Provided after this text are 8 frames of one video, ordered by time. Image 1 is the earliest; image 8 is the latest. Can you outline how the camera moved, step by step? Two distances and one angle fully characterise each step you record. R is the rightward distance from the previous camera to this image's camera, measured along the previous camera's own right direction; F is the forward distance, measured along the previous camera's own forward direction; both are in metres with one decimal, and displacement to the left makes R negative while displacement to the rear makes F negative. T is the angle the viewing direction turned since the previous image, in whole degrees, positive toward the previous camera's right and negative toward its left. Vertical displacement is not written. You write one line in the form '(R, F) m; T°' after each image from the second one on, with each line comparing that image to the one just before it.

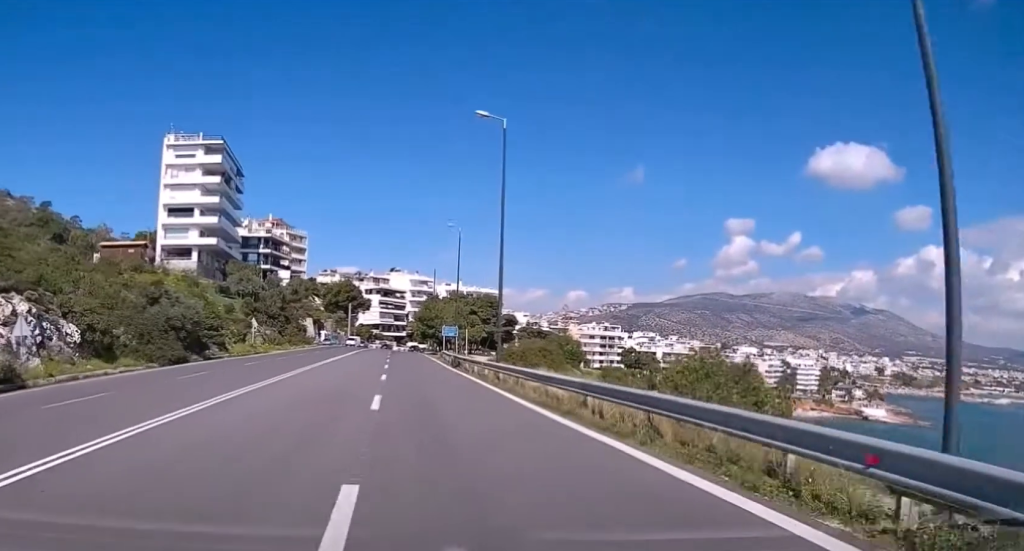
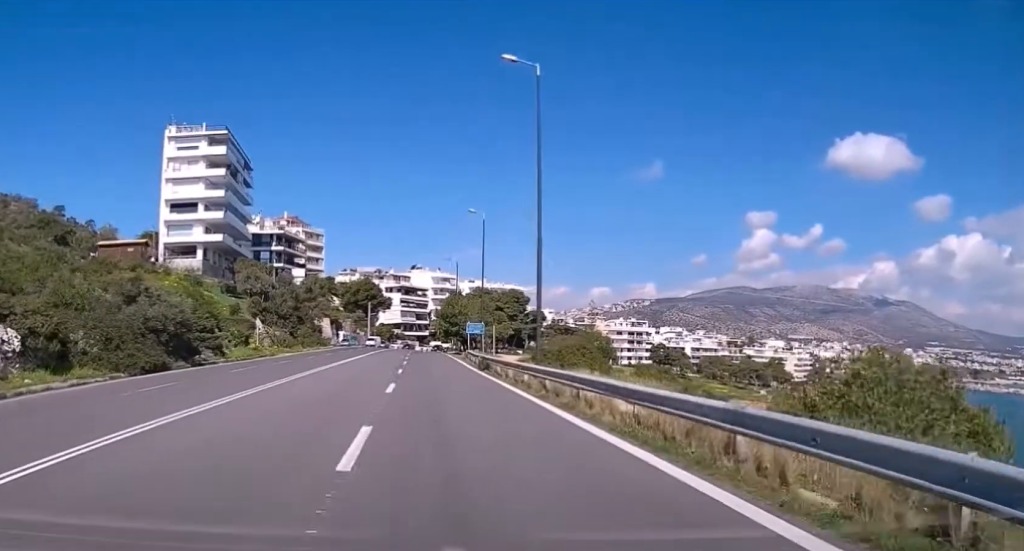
(-0.1, +7.3) m; -1°
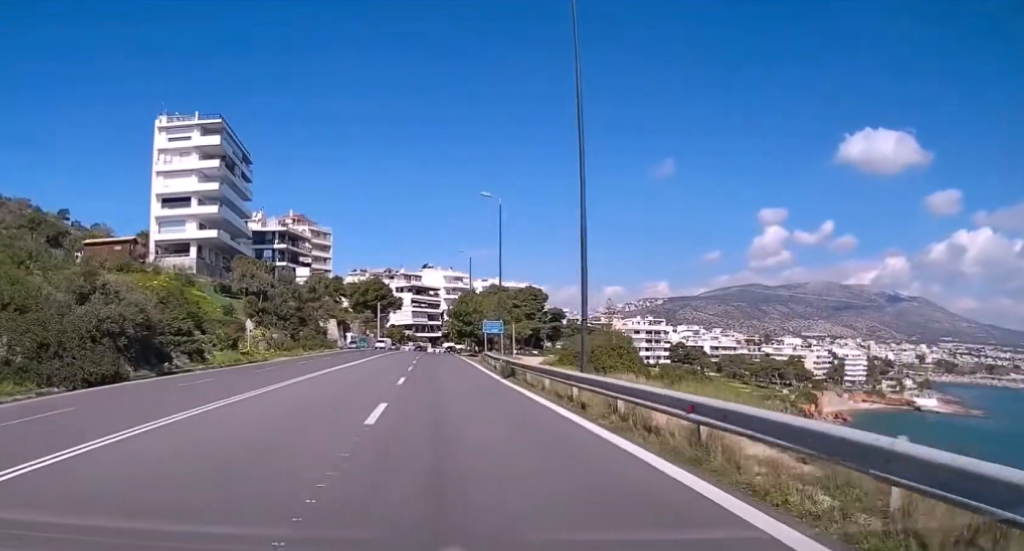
(-0.1, +7.5) m; -1°
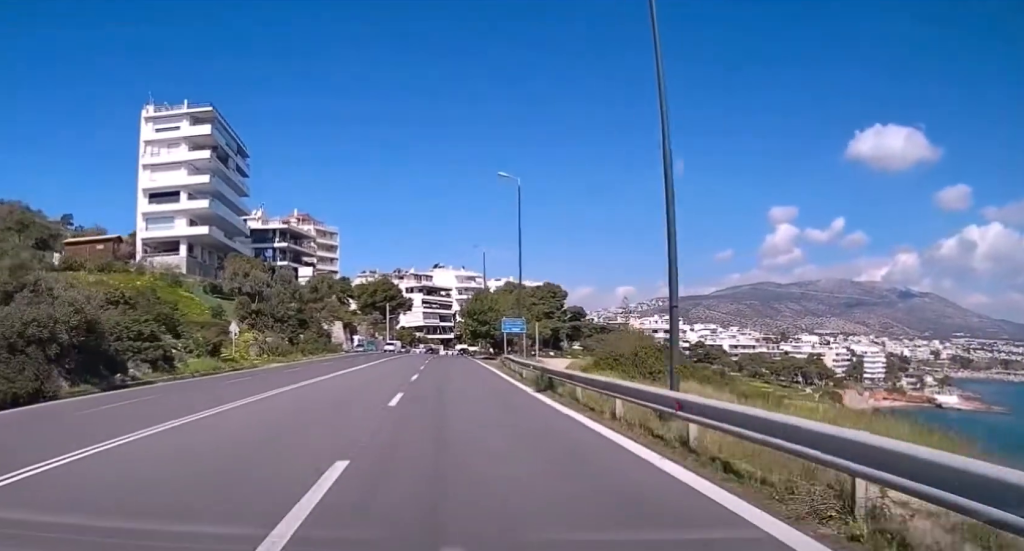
(0.0, +8.1) m; -1°
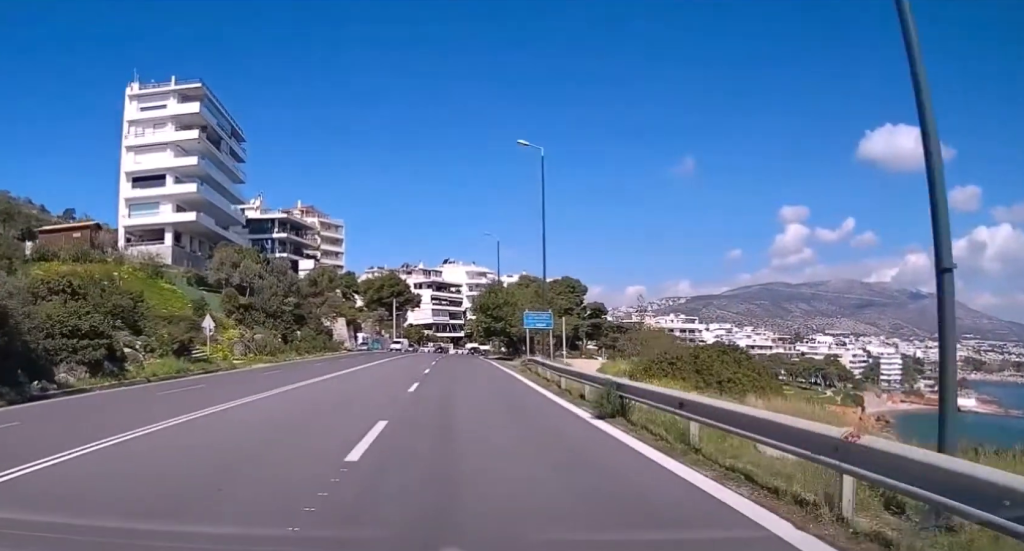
(-0.1, +7.7) m; 0°
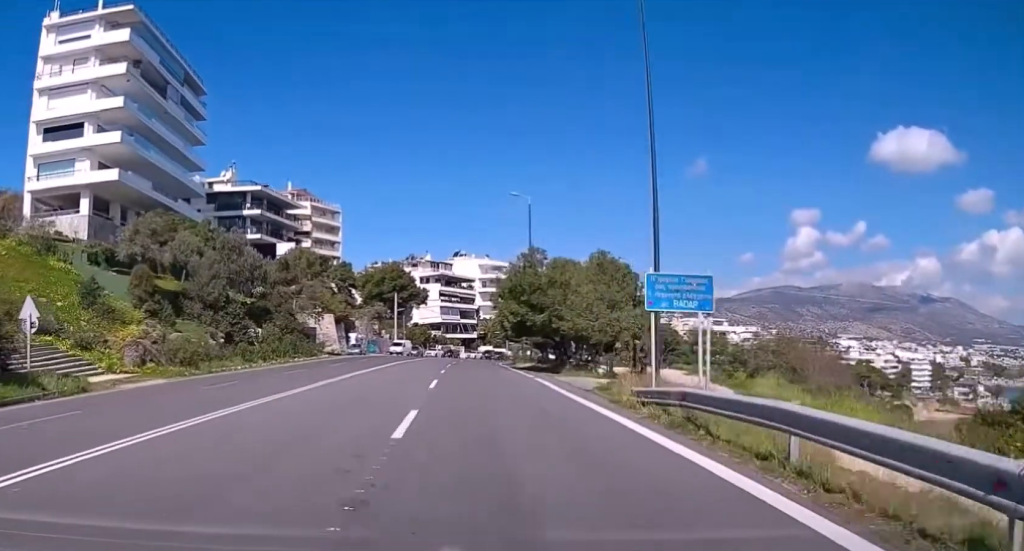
(-0.1, +22.0) m; 0°
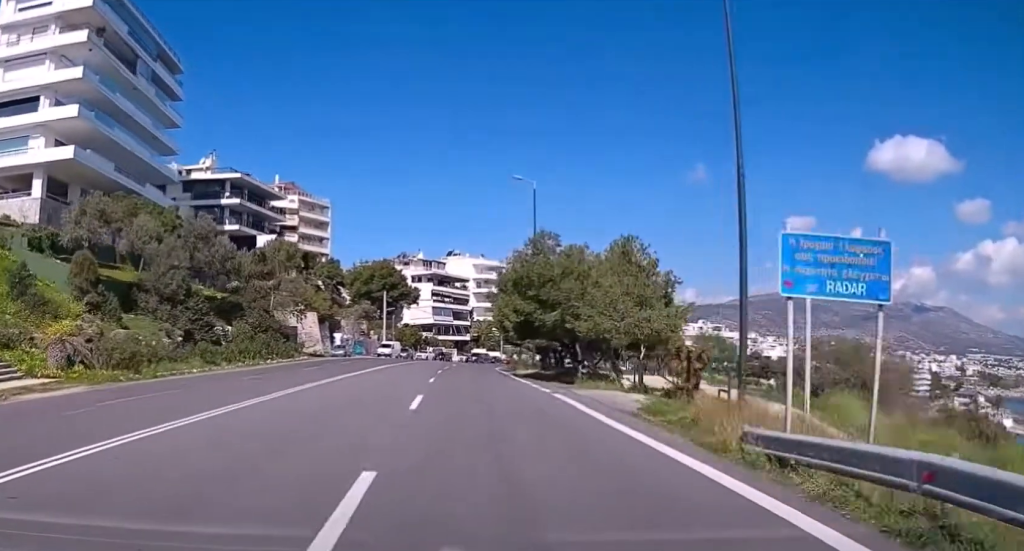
(0.0, +6.9) m; 0°
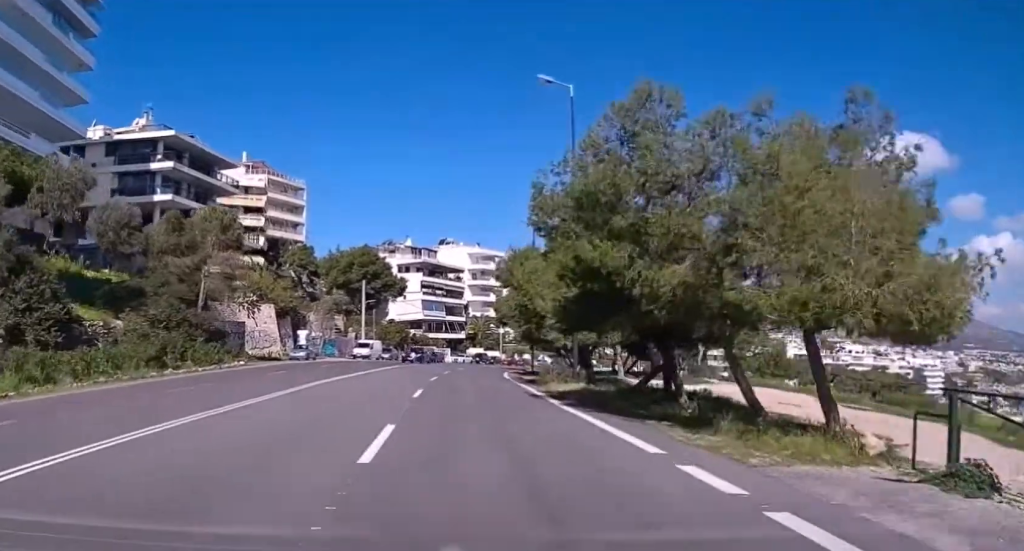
(+0.1, +18.9) m; +1°
